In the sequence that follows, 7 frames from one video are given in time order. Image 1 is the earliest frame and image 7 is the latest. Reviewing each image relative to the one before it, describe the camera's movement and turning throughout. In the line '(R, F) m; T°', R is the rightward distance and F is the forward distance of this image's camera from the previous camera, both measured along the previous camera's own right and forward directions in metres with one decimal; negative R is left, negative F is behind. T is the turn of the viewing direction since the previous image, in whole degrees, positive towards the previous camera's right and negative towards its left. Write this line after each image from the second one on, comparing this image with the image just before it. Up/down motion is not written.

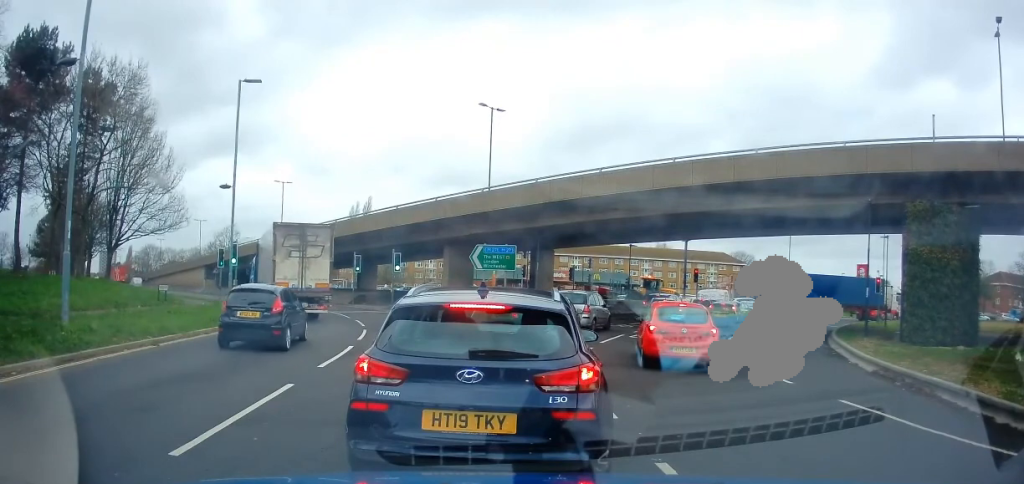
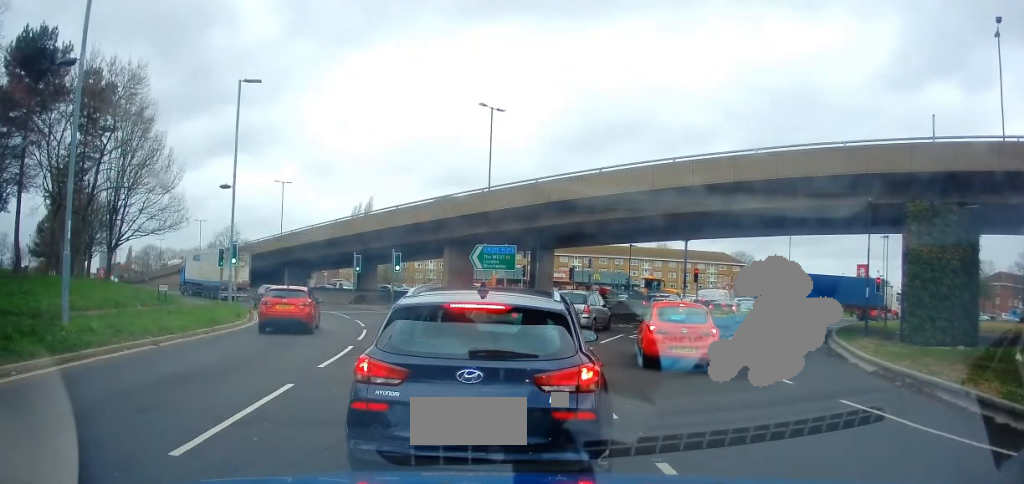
(0.0, 0.0) m; 0°
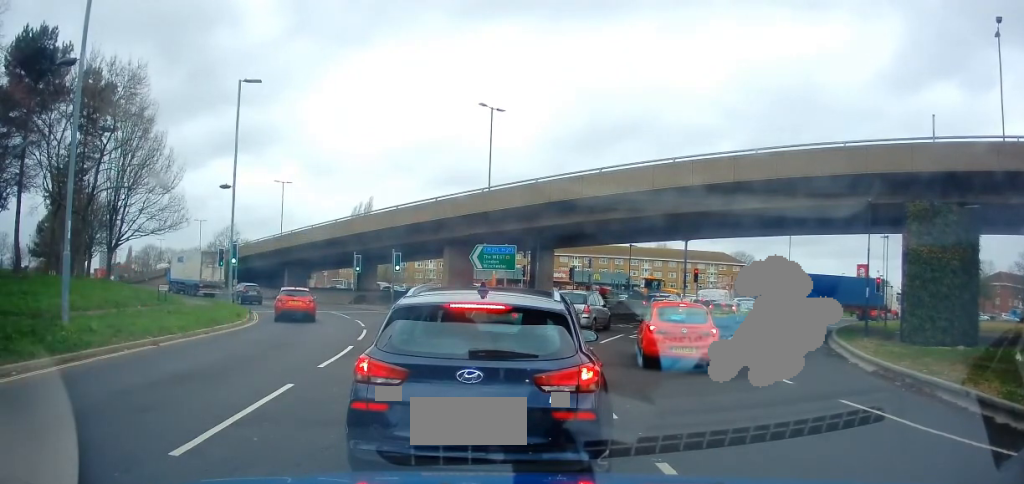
(0.0, 0.0) m; 0°
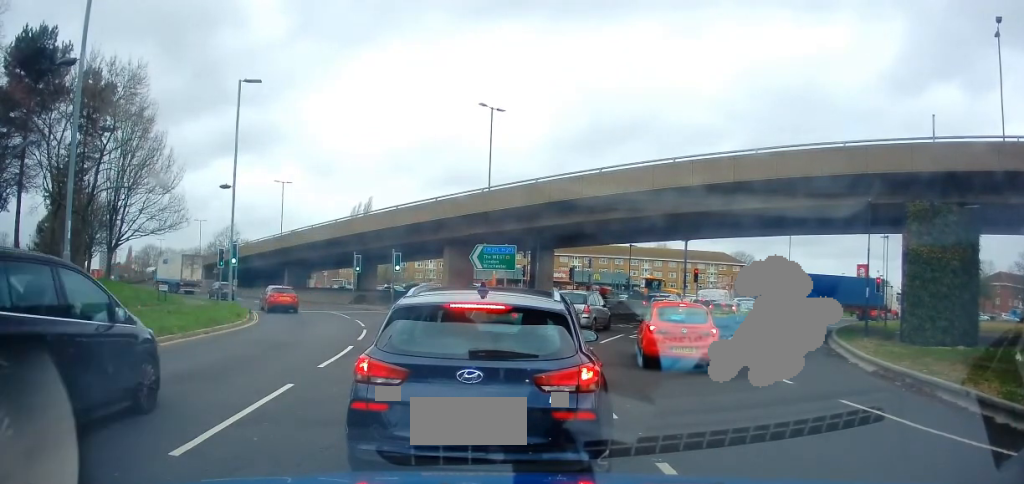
(0.0, 0.0) m; 0°
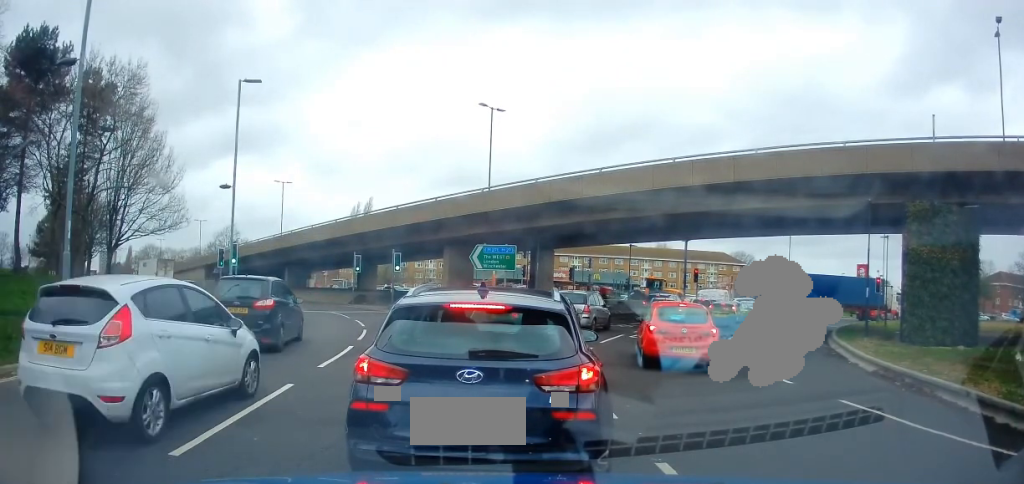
(0.0, 0.0) m; 0°
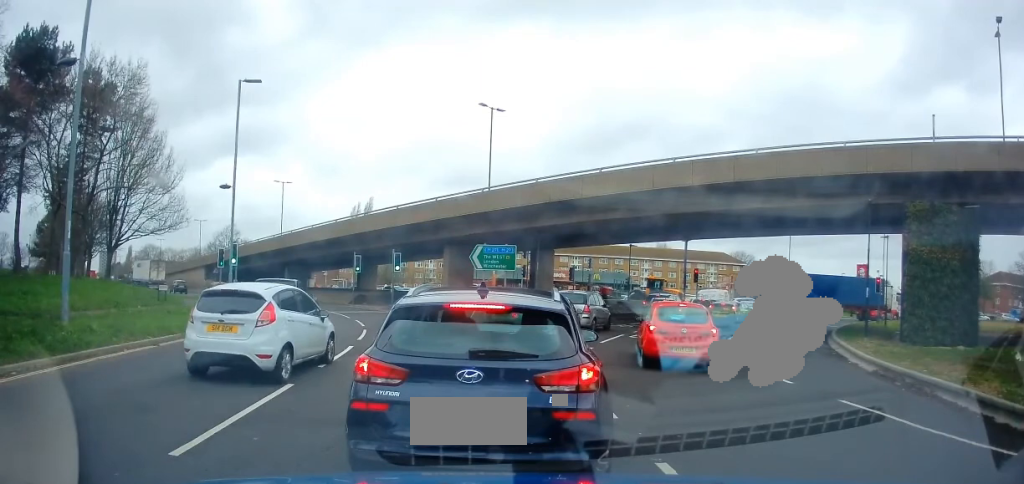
(0.0, 0.0) m; 0°
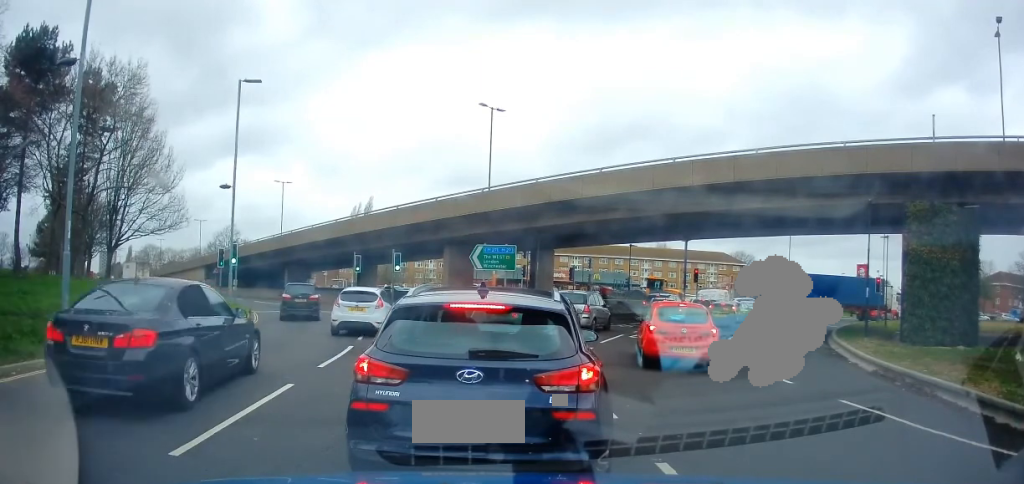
(0.0, 0.0) m; 0°
